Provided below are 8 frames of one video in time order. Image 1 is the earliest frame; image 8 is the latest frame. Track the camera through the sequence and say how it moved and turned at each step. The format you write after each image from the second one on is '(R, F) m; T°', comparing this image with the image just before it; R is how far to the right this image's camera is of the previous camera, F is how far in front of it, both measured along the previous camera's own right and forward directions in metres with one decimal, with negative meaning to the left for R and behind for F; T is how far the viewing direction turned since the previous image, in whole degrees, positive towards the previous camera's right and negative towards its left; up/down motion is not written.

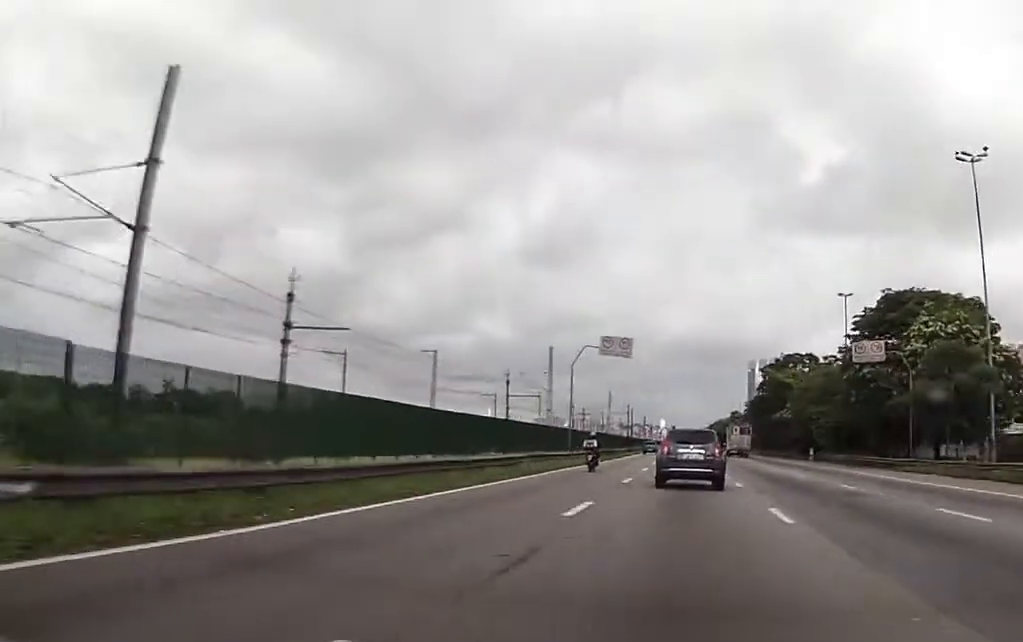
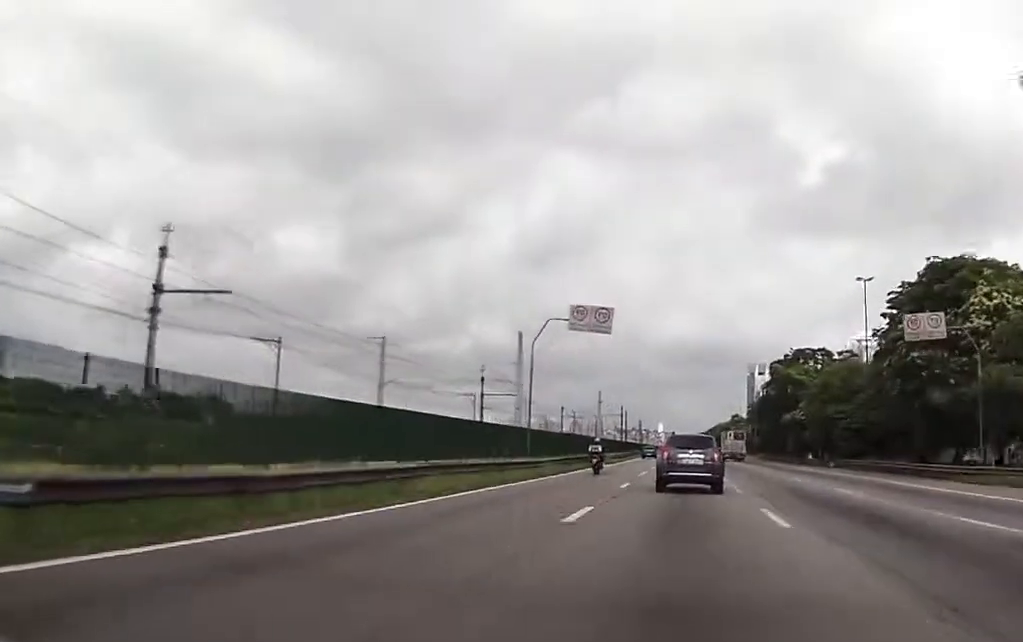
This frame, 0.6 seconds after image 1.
(-0.1, +12.3) m; 0°
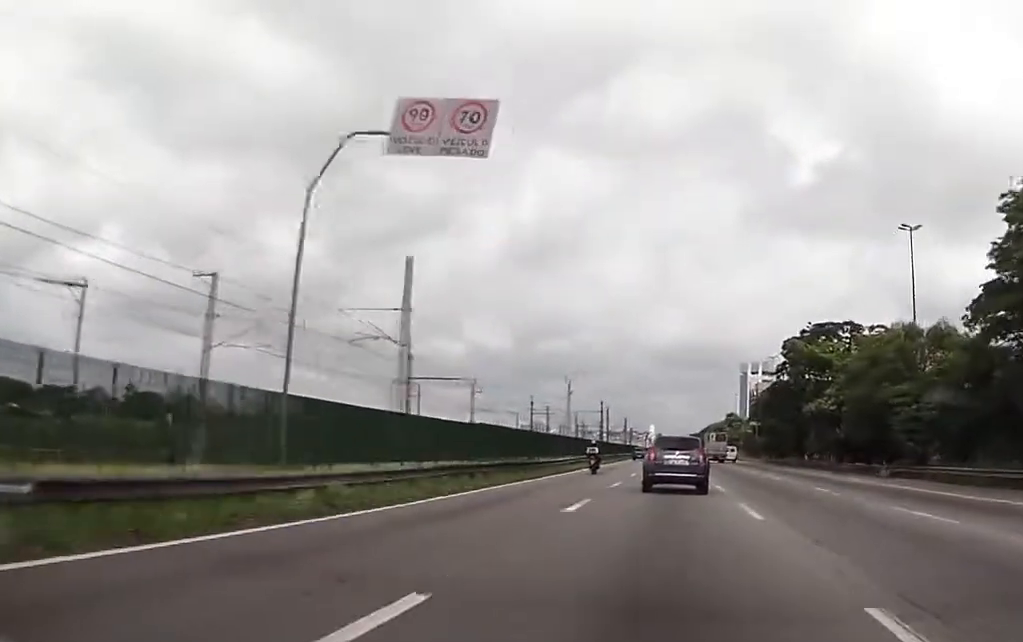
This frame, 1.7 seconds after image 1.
(0.0, +21.9) m; +1°
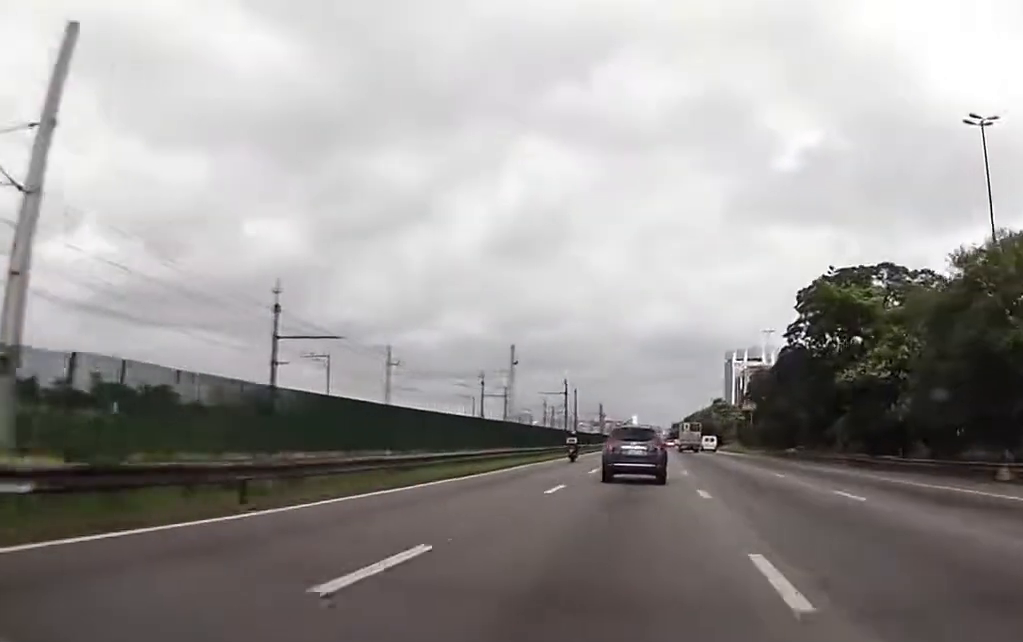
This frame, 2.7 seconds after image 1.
(+0.4, +21.4) m; +2°
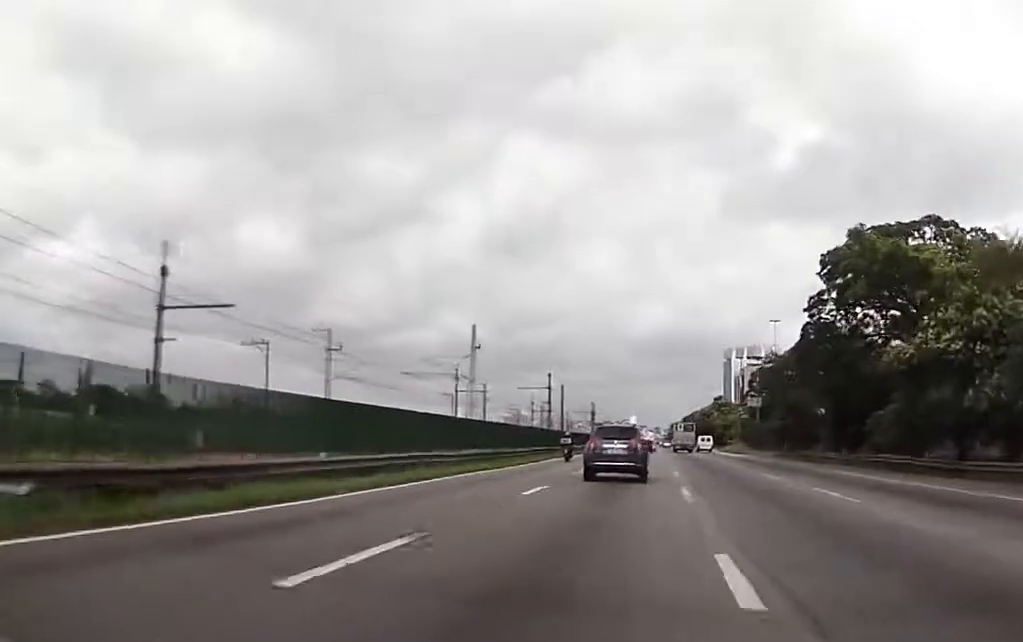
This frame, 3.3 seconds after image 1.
(0.0, +11.8) m; +1°
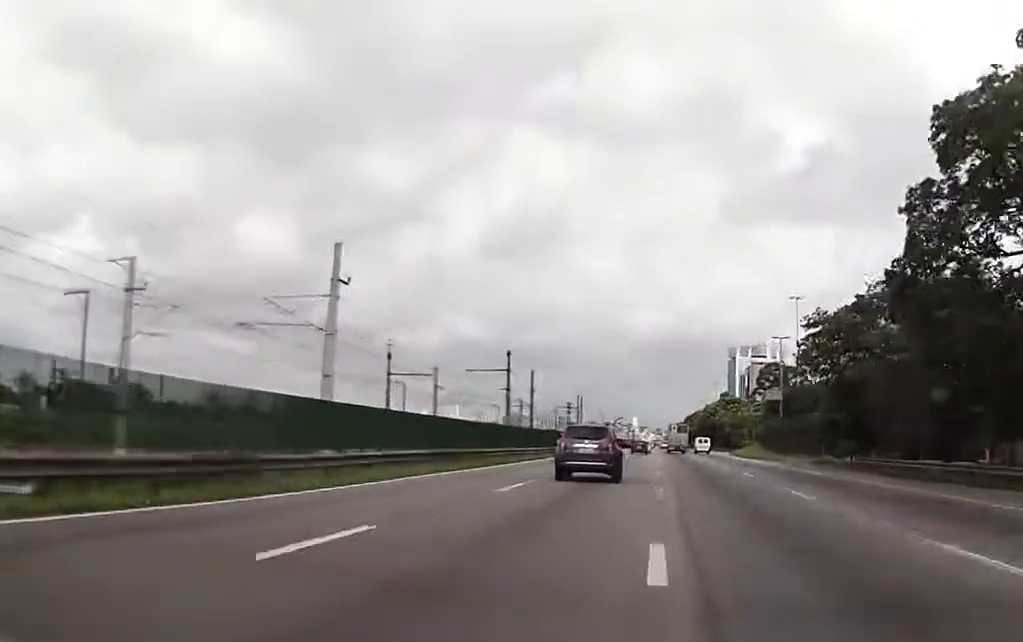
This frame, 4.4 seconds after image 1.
(+0.1, +23.2) m; -1°
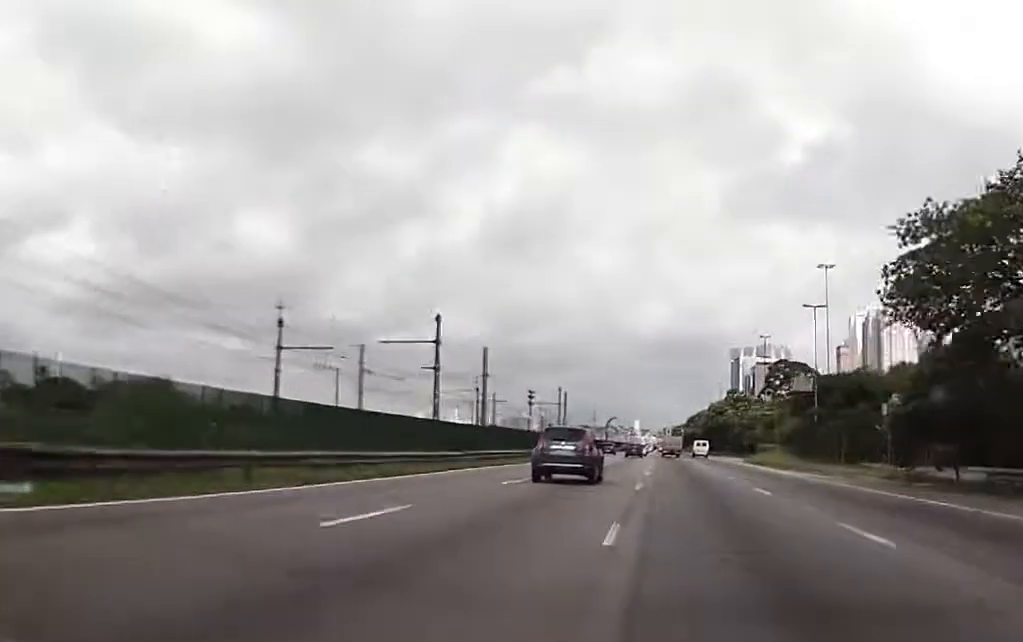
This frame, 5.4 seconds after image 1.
(-0.3, +21.3) m; 0°
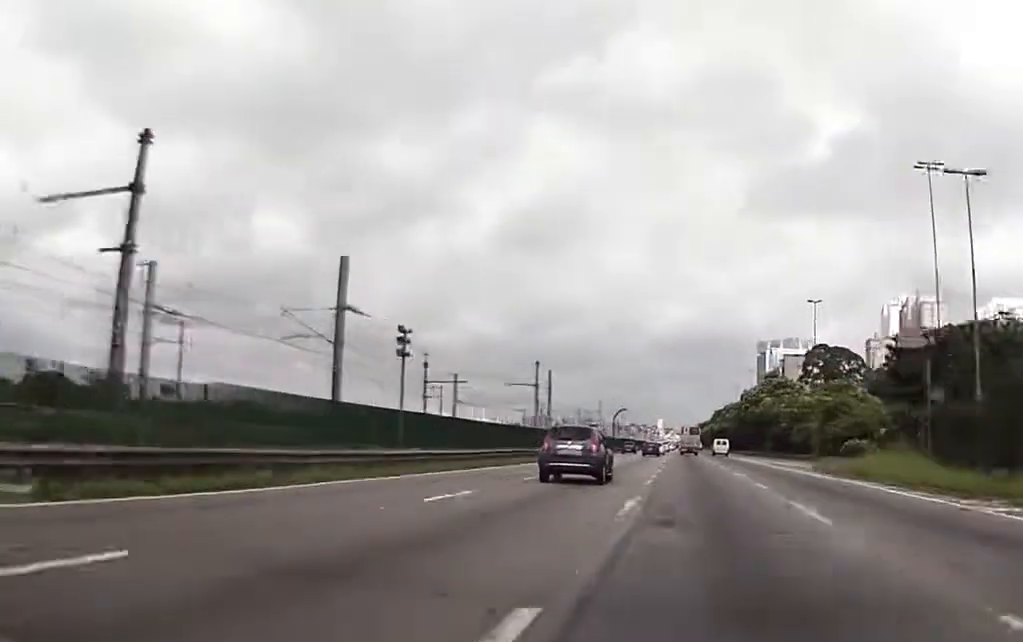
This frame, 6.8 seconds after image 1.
(0.0, +31.5) m; -1°
